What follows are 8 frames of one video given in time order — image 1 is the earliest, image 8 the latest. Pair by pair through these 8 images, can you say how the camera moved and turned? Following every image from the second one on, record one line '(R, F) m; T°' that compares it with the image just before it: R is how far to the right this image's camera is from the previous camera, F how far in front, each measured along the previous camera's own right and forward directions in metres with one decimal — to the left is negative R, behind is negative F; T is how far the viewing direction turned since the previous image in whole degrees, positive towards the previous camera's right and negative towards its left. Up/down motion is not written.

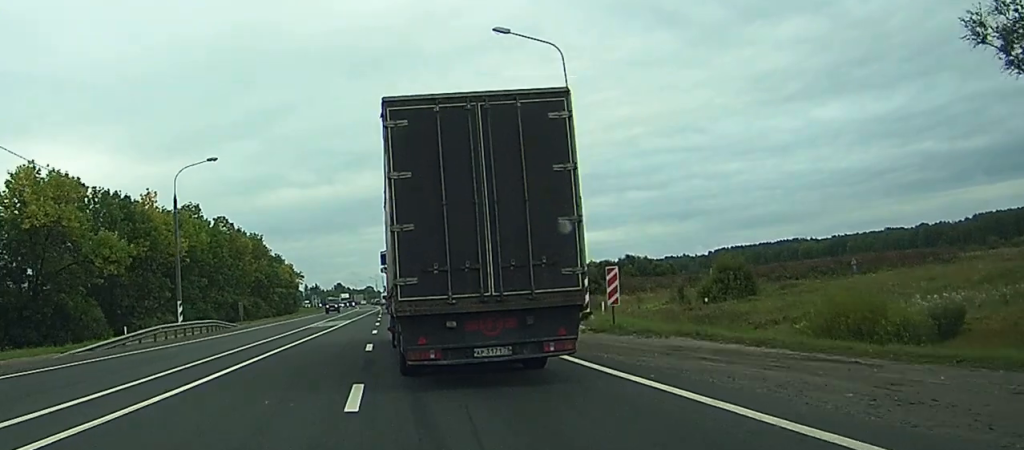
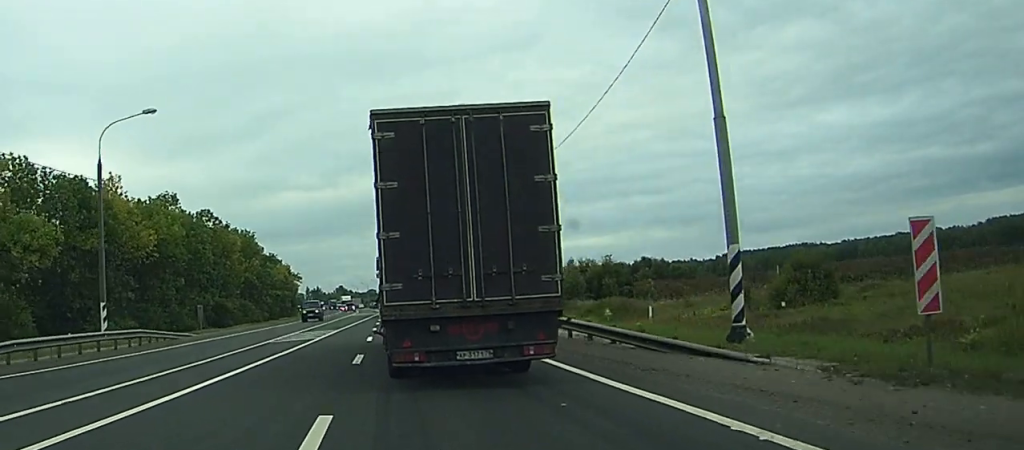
(0.0, +15.1) m; 0°
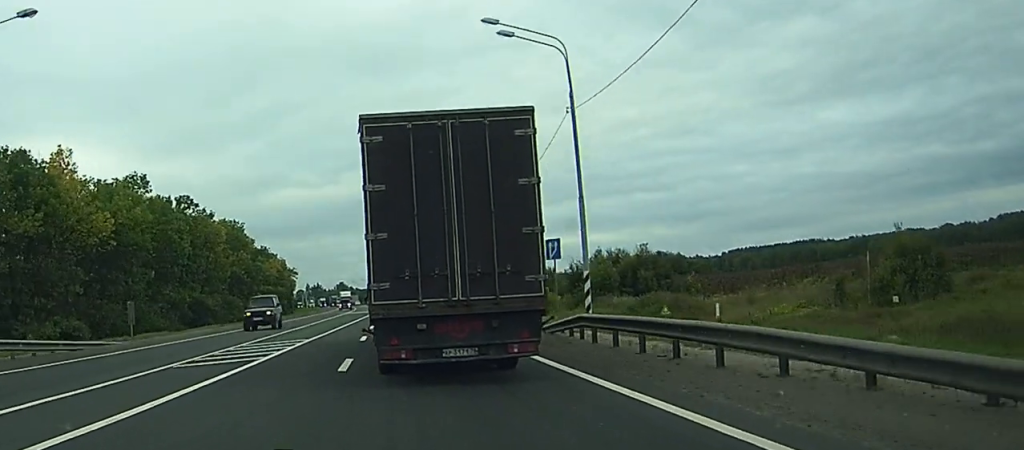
(0.0, +14.4) m; 0°
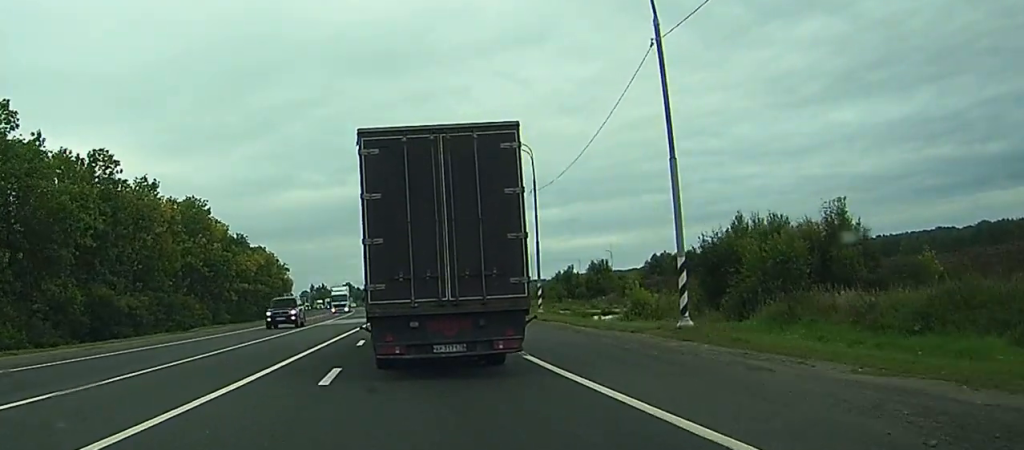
(-0.1, +38.4) m; 0°
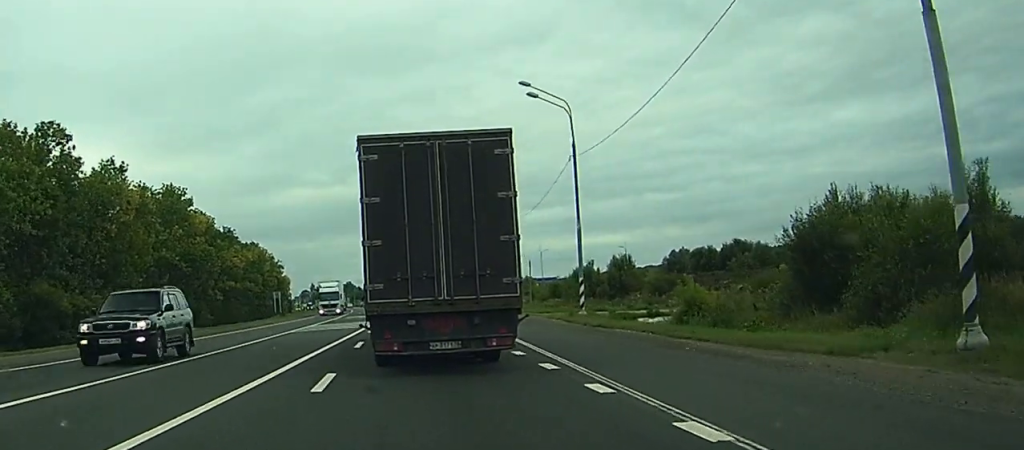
(0.0, +13.3) m; 0°
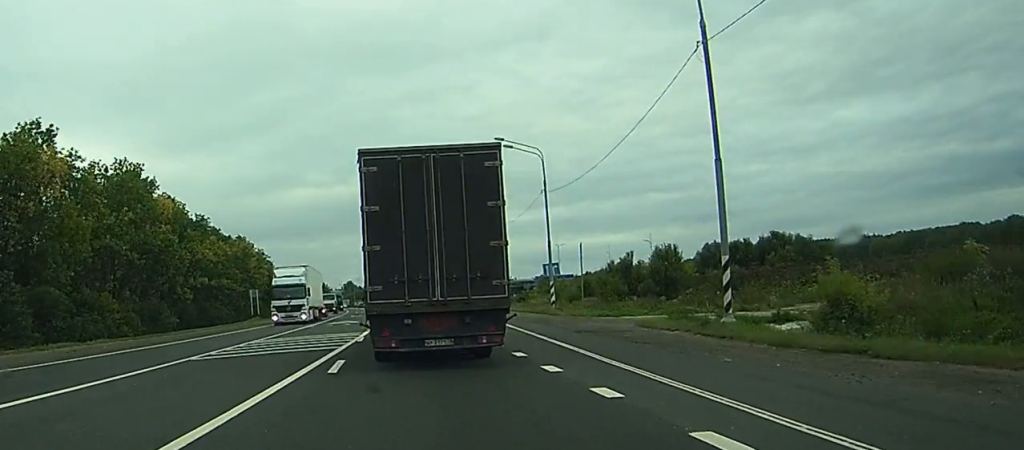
(-0.1, +20.6) m; -1°
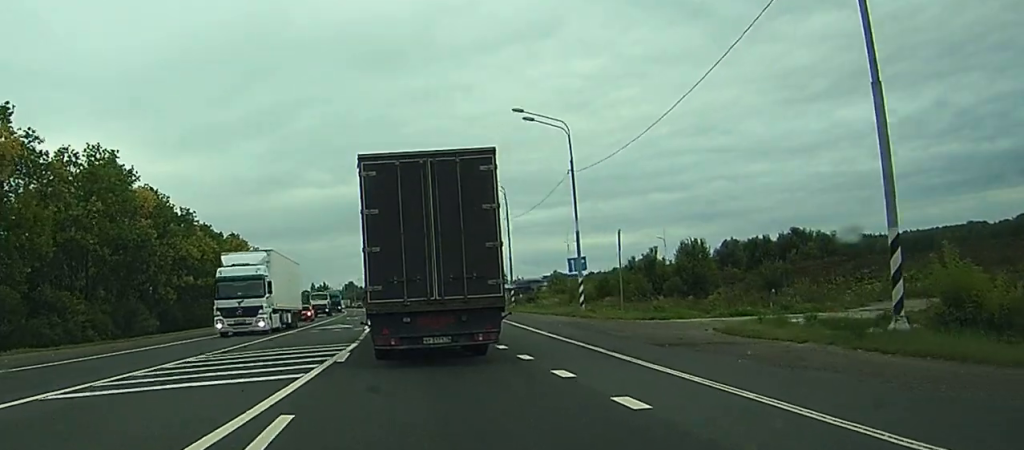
(0.0, +9.3) m; 0°
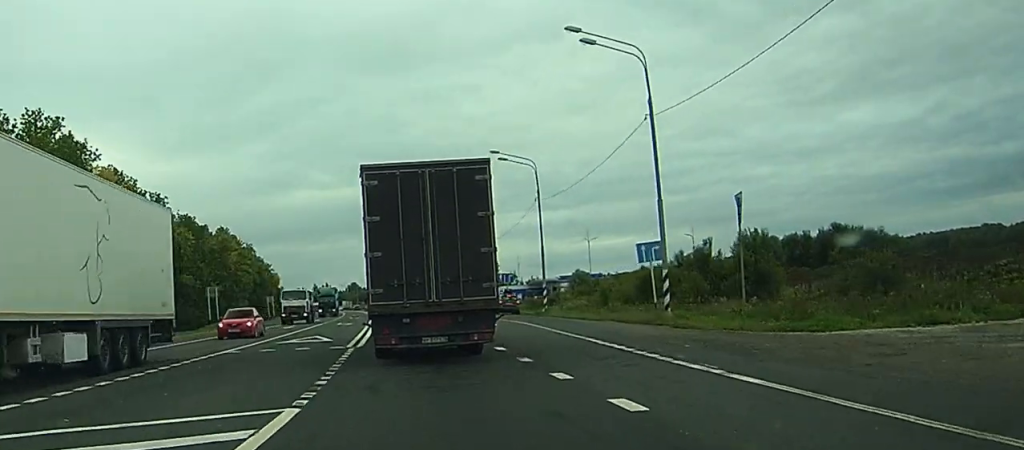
(0.0, +16.0) m; 0°
